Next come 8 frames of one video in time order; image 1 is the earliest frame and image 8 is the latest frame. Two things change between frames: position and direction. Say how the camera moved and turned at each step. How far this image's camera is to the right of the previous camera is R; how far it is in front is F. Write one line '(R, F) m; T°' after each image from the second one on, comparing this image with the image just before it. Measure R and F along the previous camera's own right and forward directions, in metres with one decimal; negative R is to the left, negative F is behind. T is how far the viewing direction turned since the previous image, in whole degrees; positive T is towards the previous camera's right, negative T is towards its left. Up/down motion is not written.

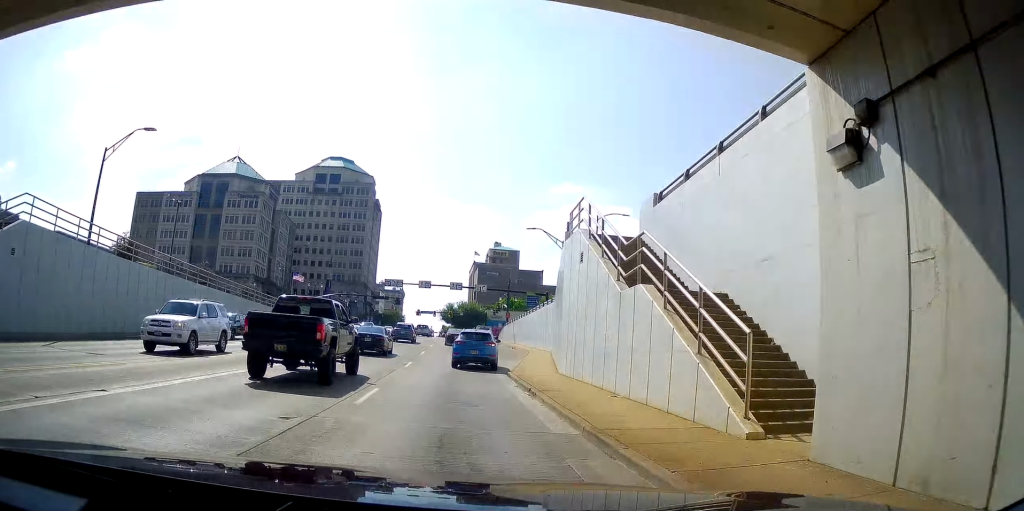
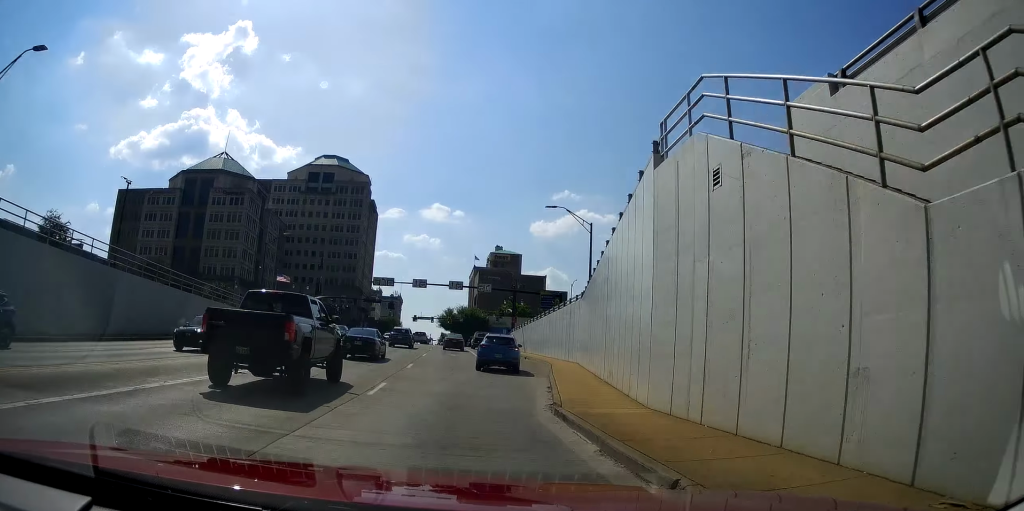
(-0.9, +5.8) m; -8°
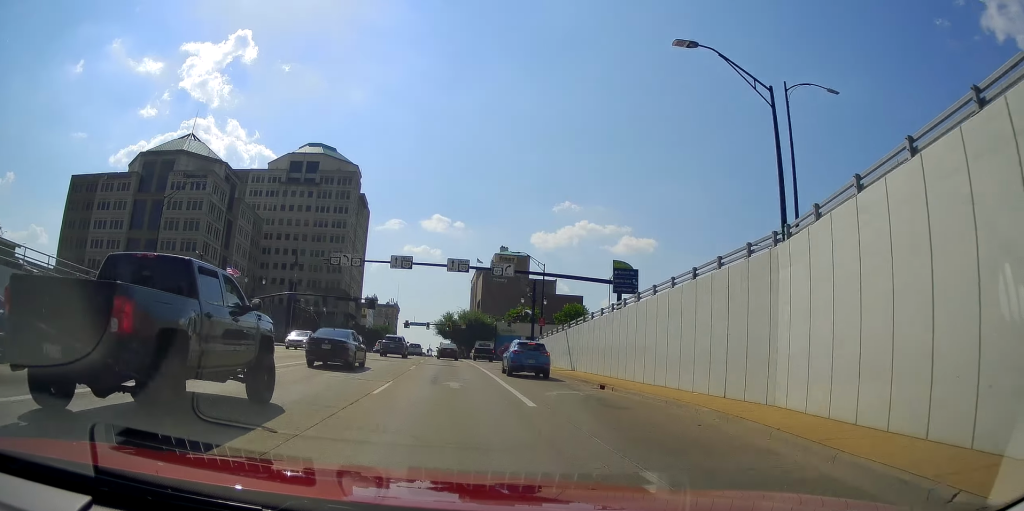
(-0.4, +18.7) m; -8°
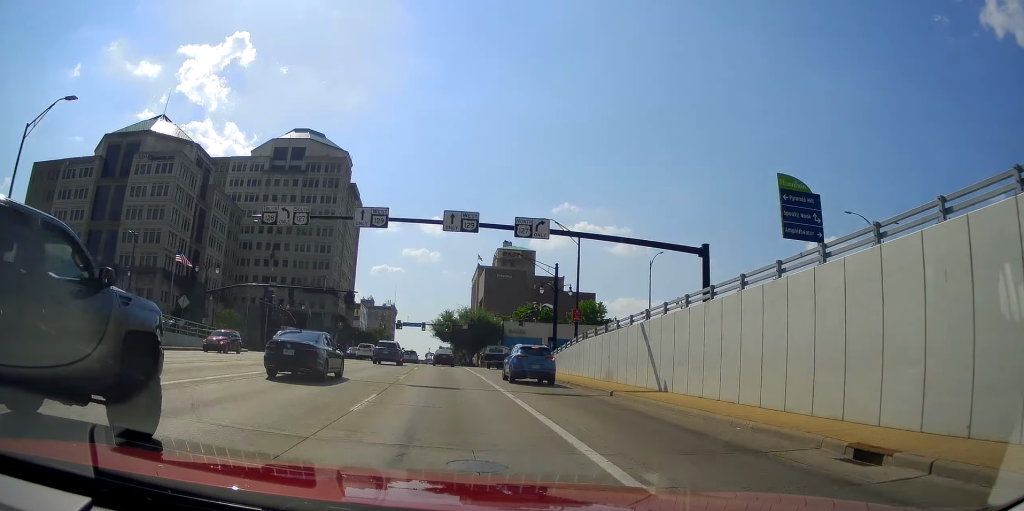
(-2.5, +17.0) m; -13°
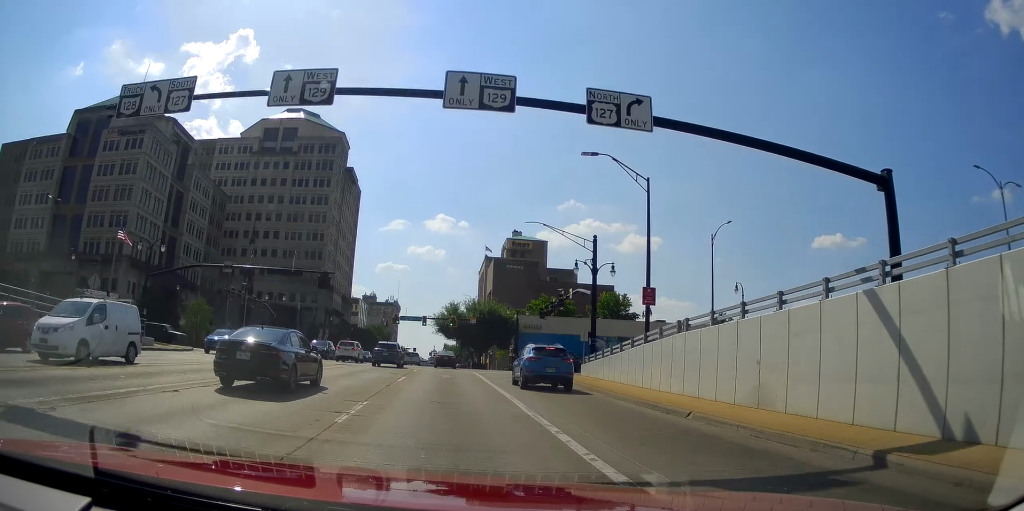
(-1.1, +16.7) m; -5°
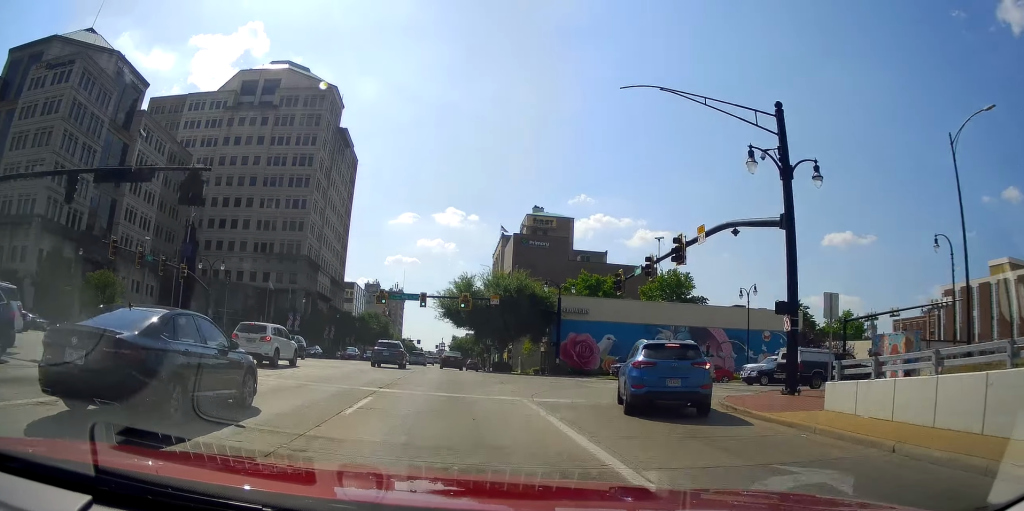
(-1.2, +30.8) m; -3°
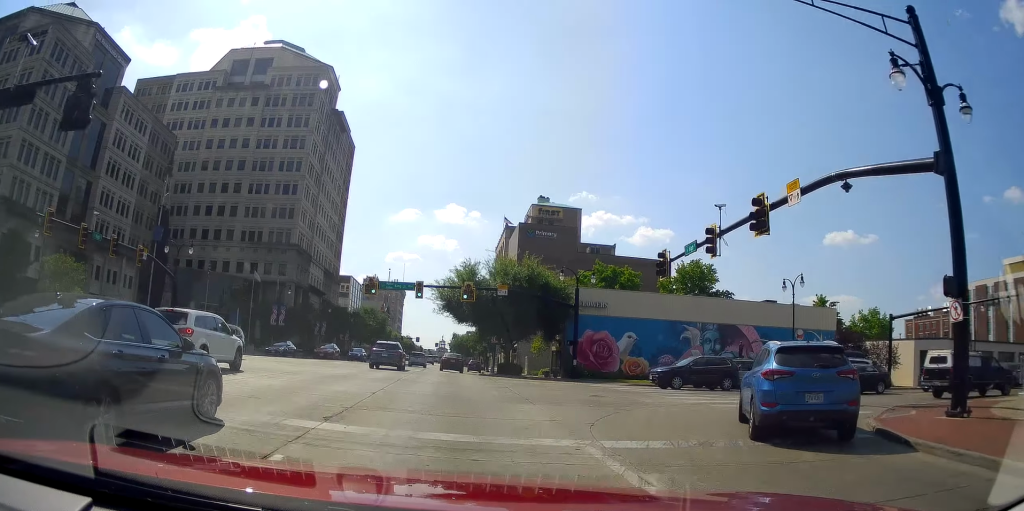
(0.0, +8.7) m; 0°
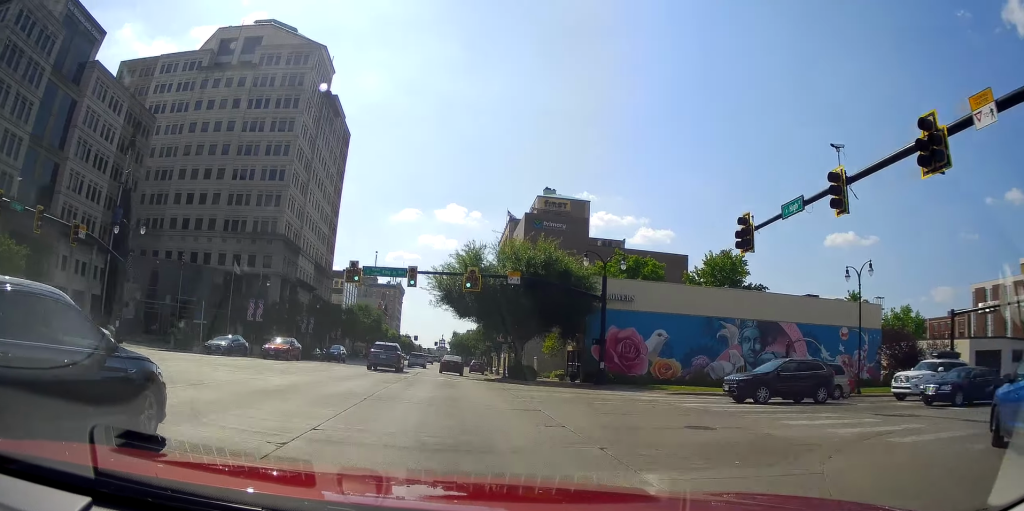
(+0.1, +9.7) m; +1°
